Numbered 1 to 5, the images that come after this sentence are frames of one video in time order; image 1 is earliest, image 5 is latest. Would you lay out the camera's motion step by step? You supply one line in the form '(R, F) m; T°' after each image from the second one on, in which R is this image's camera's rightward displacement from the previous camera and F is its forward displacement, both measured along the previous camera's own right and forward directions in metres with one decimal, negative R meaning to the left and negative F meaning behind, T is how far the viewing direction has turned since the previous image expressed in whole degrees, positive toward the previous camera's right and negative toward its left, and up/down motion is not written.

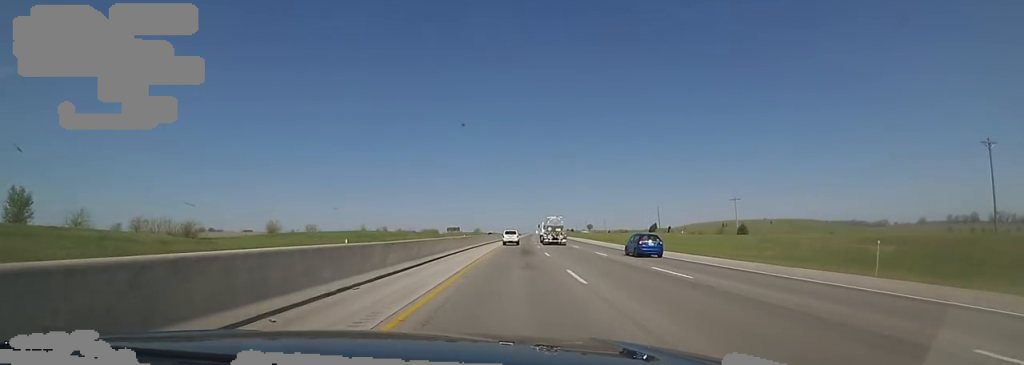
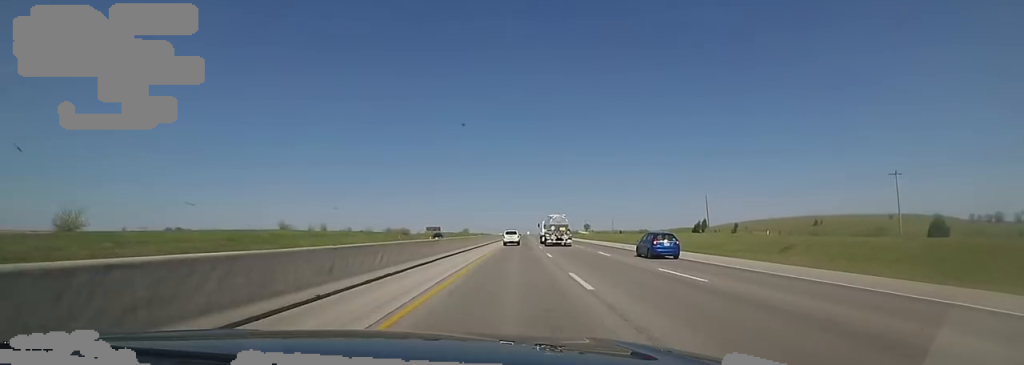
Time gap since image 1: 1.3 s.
(+0.2, +47.3) m; +1°
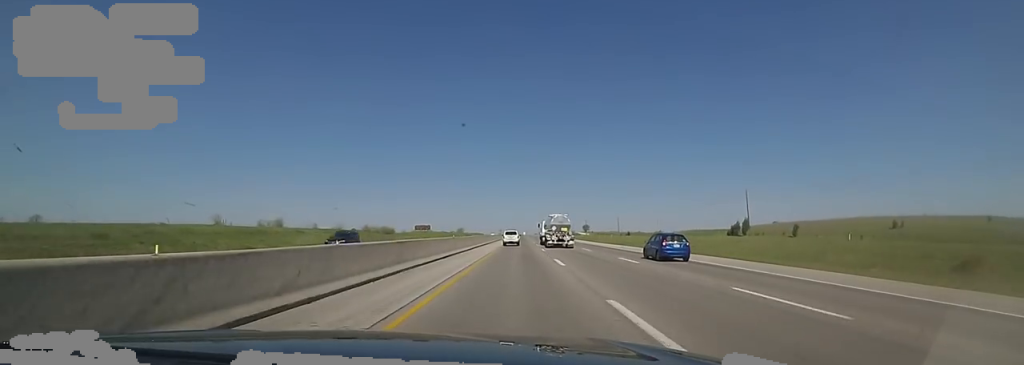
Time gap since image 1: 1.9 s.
(+0.1, +21.8) m; +1°
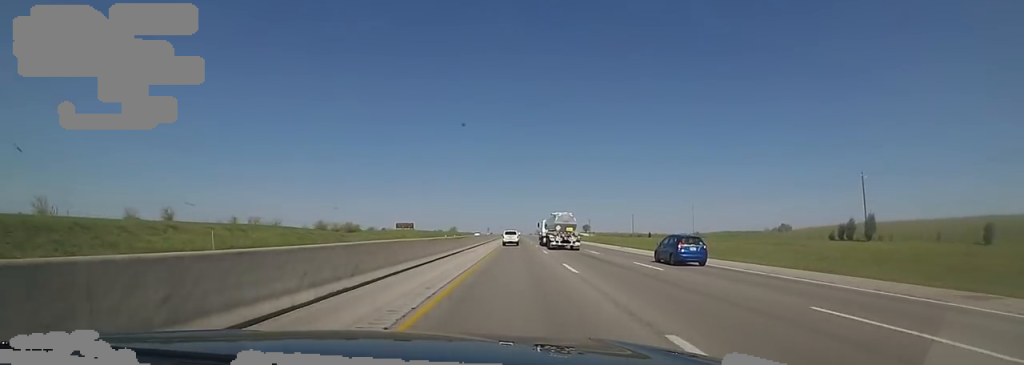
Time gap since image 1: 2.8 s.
(+0.9, +34.0) m; +1°
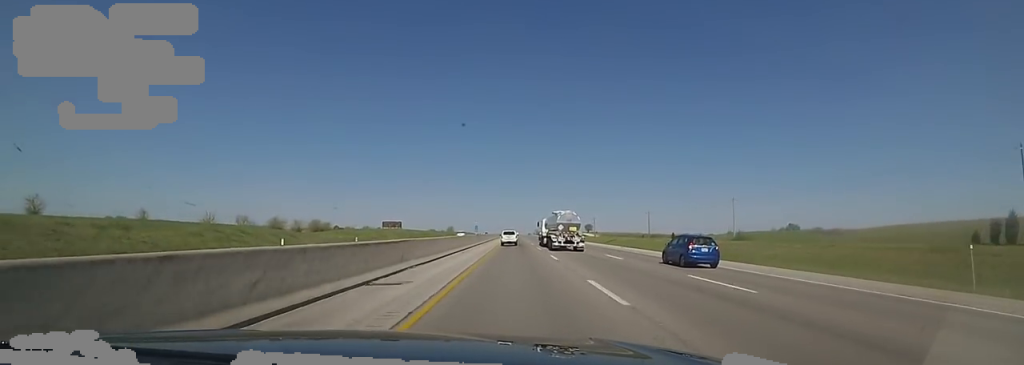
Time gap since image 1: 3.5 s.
(-0.3, +23.2) m; 0°
